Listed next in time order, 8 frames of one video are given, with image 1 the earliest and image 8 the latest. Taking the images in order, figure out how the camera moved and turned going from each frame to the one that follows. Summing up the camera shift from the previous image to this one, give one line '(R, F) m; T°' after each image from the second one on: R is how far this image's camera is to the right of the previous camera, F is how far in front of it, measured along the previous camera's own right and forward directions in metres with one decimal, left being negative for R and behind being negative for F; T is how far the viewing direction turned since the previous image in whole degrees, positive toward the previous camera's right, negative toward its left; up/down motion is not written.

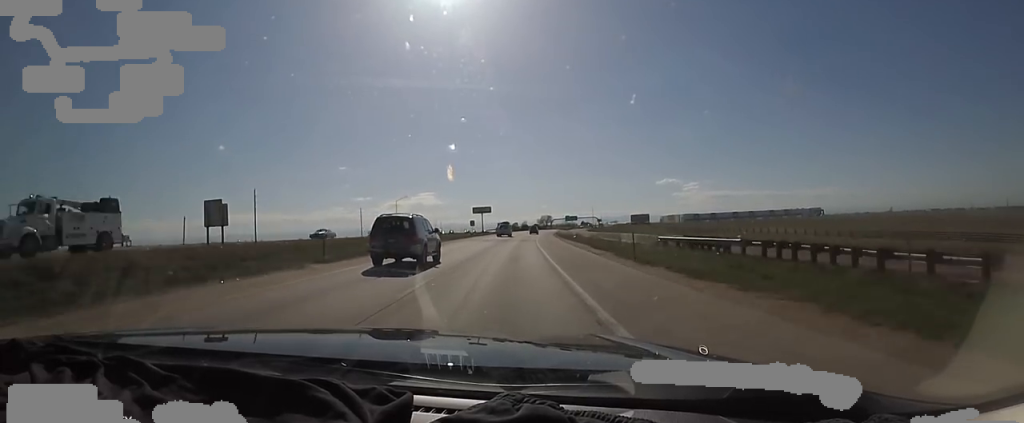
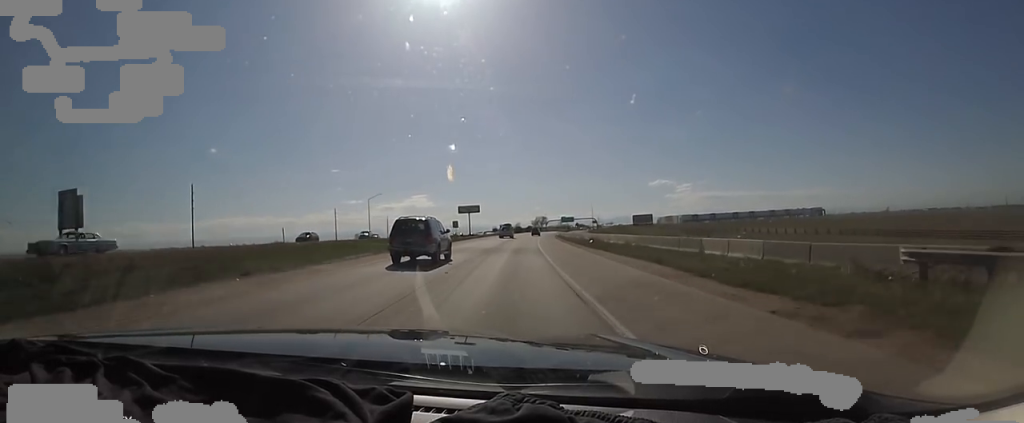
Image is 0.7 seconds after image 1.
(+0.1, +21.3) m; 0°
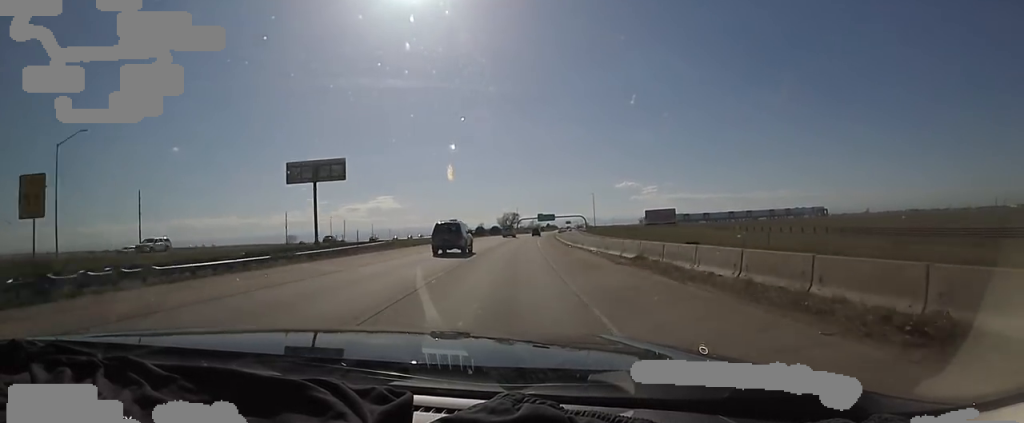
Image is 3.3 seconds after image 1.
(+2.1, +85.1) m; +5°
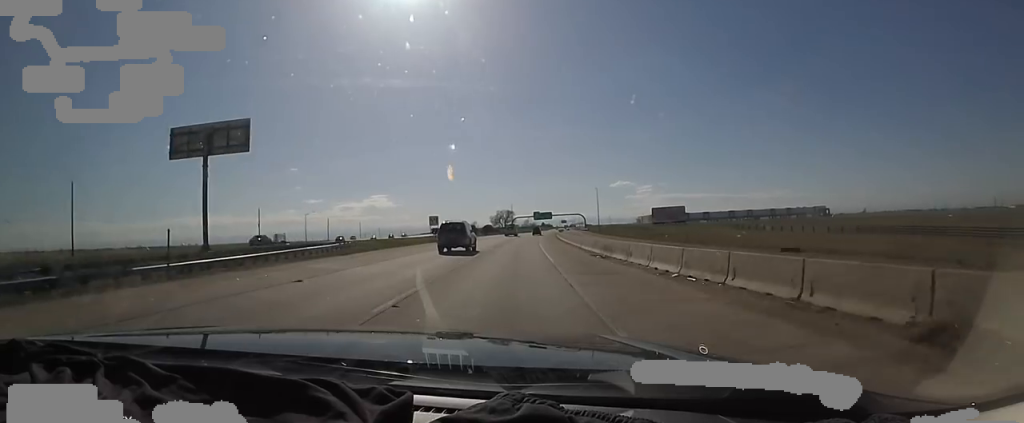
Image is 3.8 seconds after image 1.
(+0.6, +16.1) m; +1°
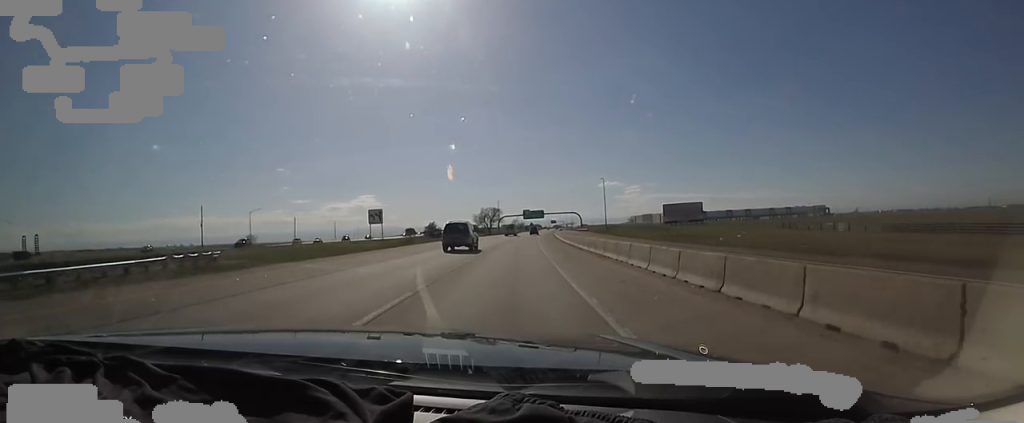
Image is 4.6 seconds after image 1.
(+0.6, +25.9) m; +1°
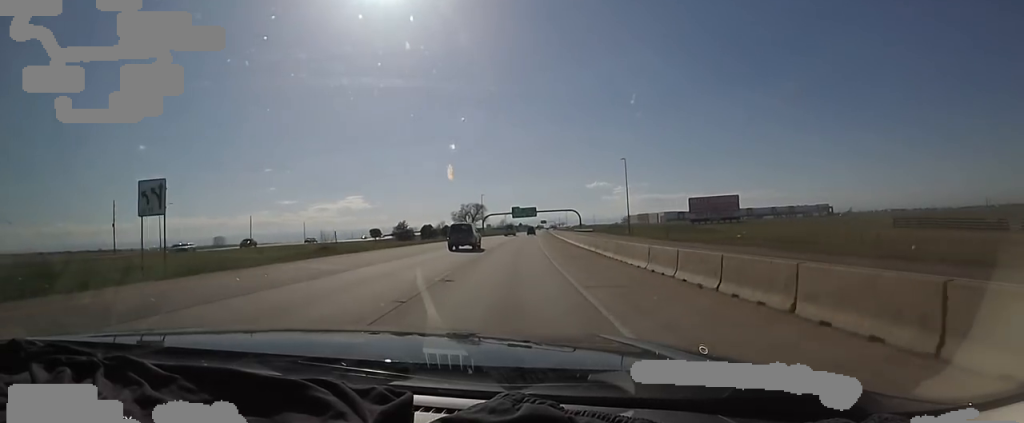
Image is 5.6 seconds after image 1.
(+0.1, +30.4) m; 0°
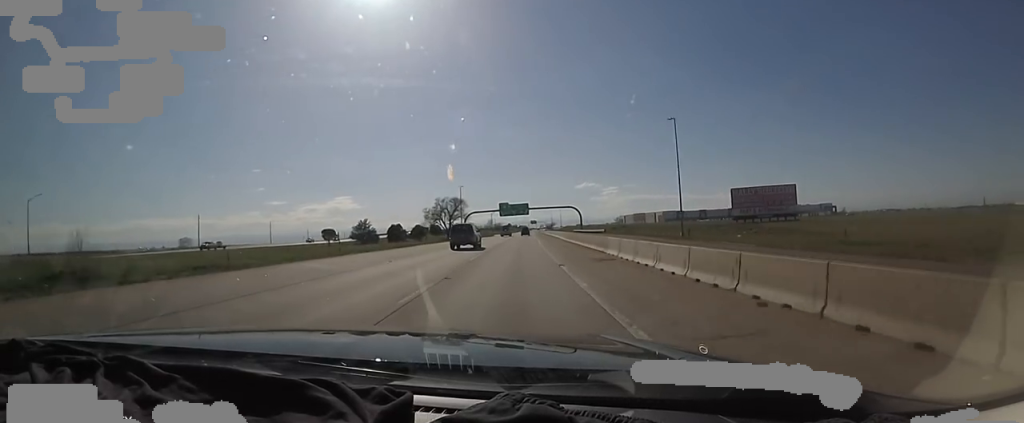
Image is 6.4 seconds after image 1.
(-0.2, +28.4) m; 0°
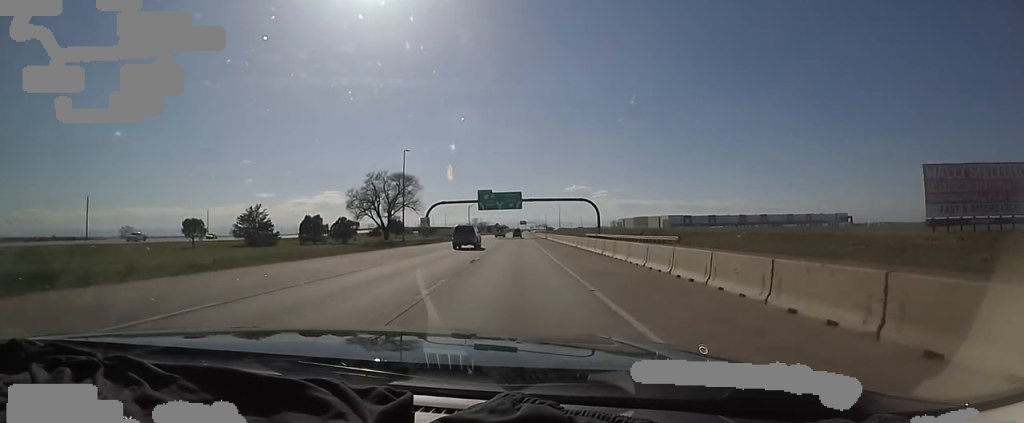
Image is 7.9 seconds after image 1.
(+0.1, +47.0) m; +1°
